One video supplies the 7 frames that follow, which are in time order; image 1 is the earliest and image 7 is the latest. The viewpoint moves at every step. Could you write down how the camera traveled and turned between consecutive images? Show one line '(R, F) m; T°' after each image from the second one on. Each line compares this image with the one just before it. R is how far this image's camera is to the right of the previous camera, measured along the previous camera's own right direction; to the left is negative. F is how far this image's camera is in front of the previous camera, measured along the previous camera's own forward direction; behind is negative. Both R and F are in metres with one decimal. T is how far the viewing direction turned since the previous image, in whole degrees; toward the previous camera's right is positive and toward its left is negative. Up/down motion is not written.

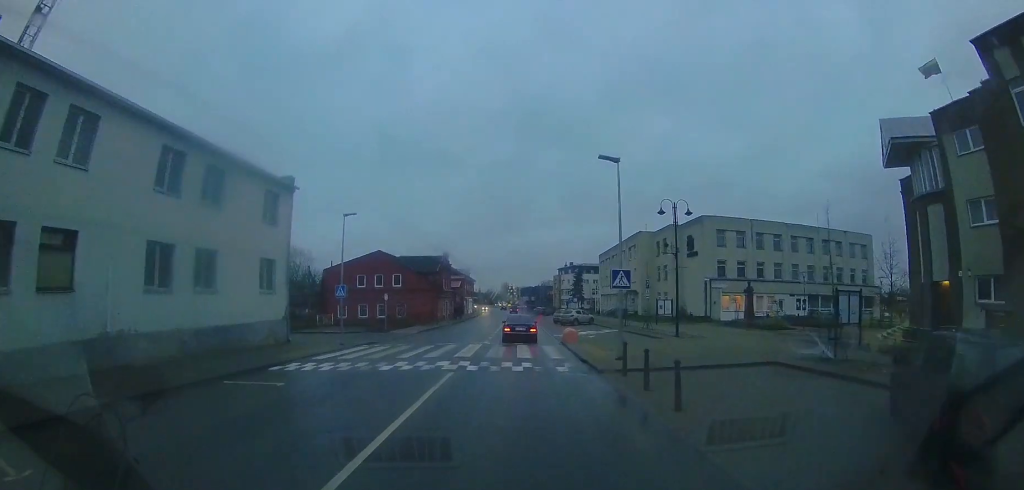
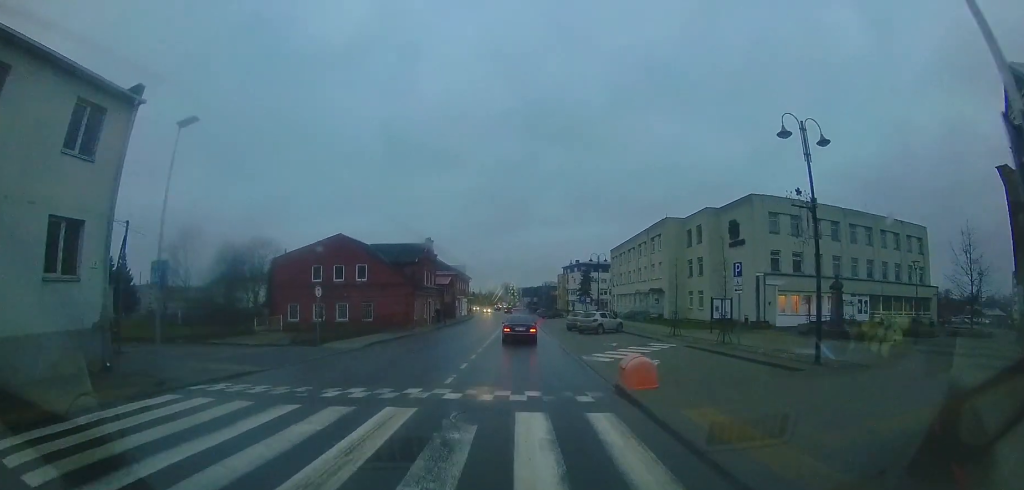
(0.0, +9.6) m; +3°
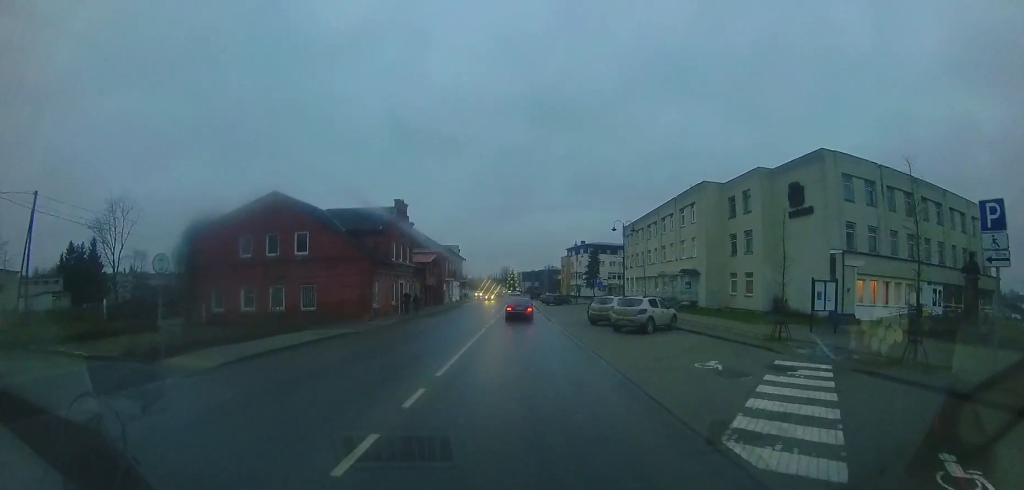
(+0.1, +9.6) m; 0°
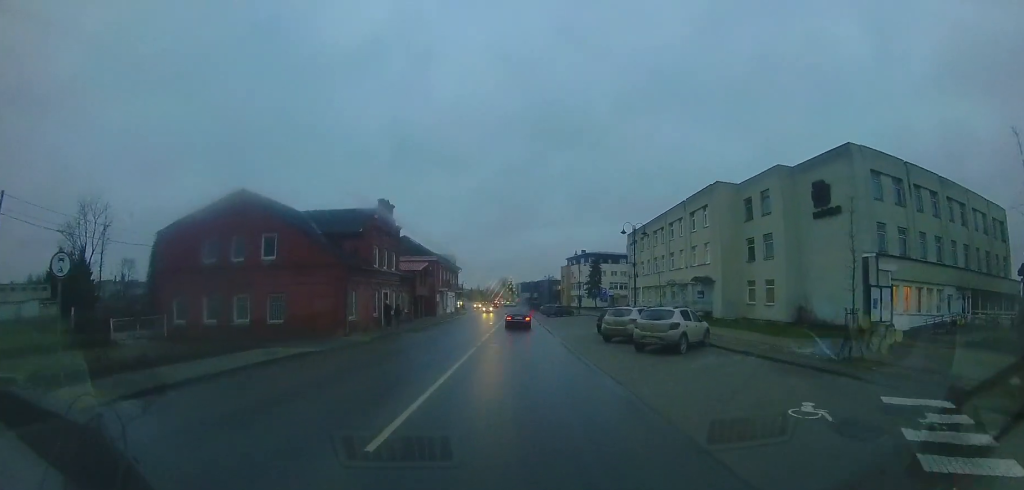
(0.0, +3.2) m; -1°
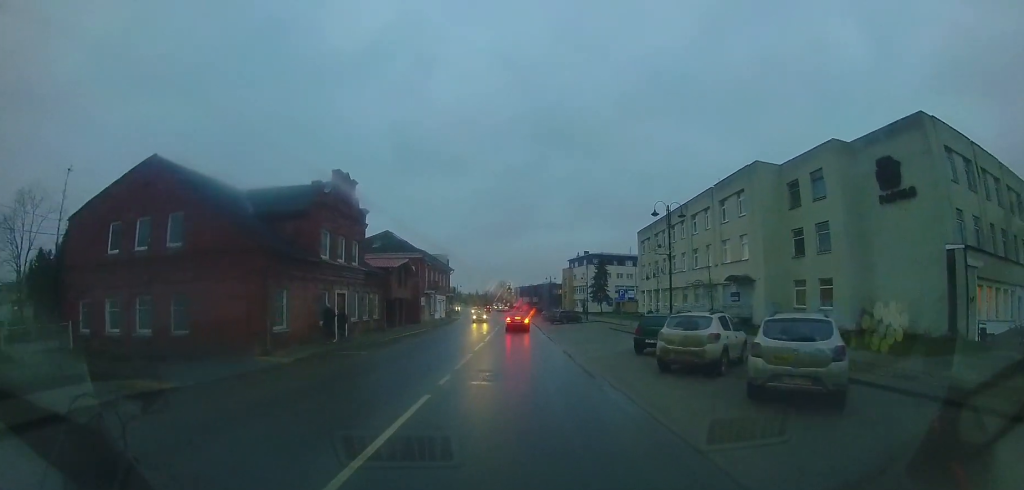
(-0.2, +6.3) m; -1°
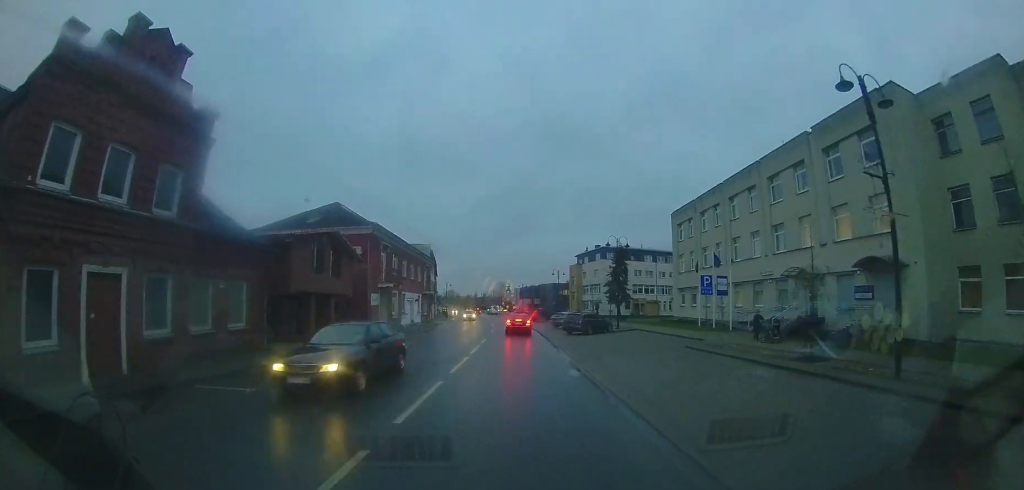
(+0.4, +12.8) m; +1°
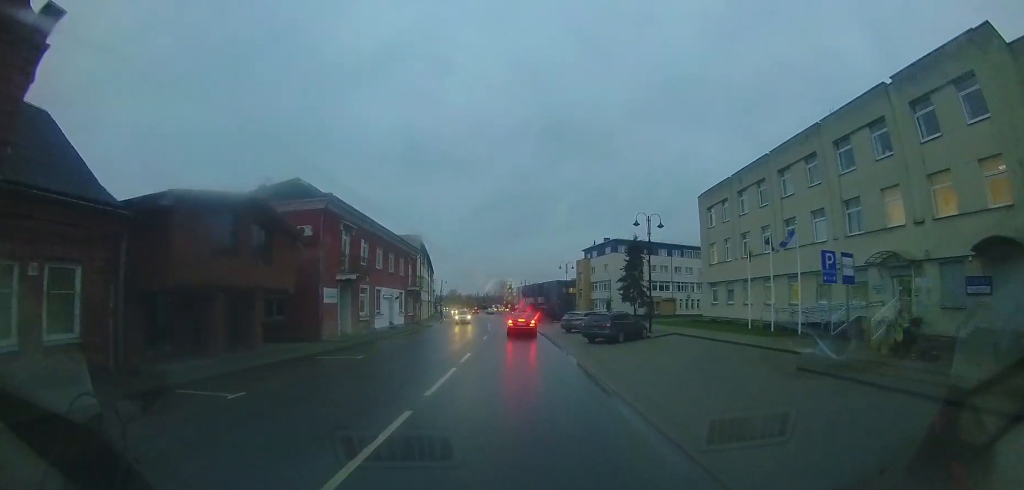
(-0.1, +6.3) m; -1°
